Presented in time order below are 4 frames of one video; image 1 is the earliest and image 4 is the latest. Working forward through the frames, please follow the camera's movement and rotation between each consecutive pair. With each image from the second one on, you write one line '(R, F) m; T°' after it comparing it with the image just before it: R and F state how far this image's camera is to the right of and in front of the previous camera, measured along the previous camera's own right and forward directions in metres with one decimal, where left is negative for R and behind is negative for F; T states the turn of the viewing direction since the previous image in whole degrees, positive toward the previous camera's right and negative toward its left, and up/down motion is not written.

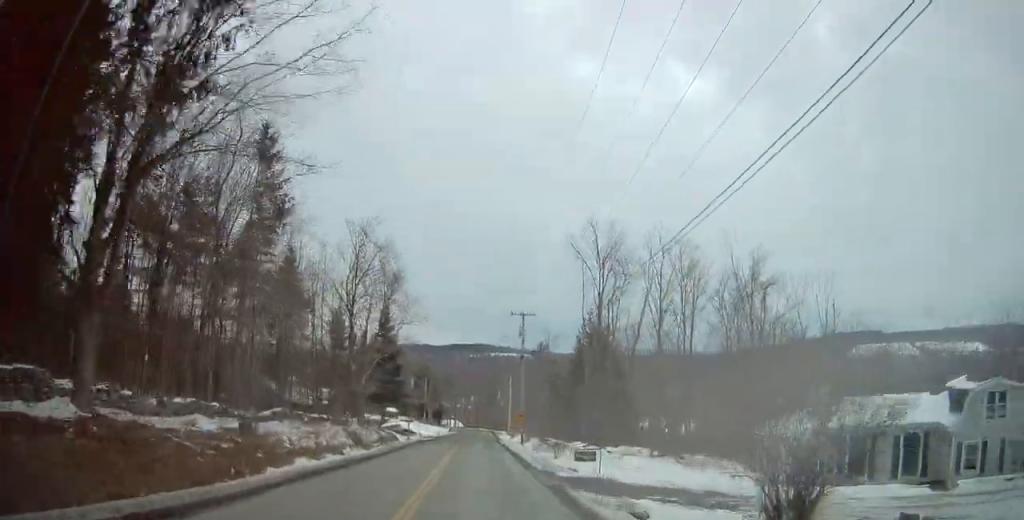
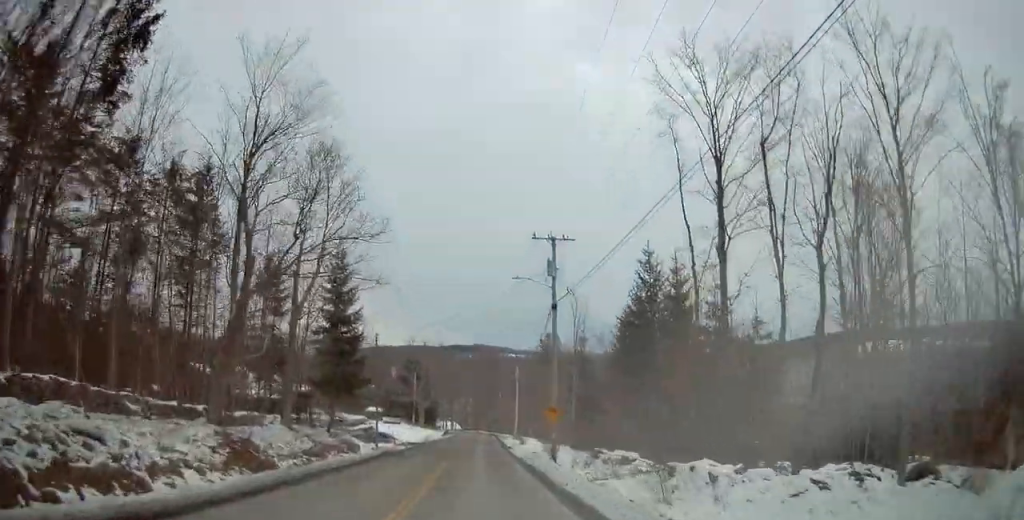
(+0.3, +21.5) m; 0°
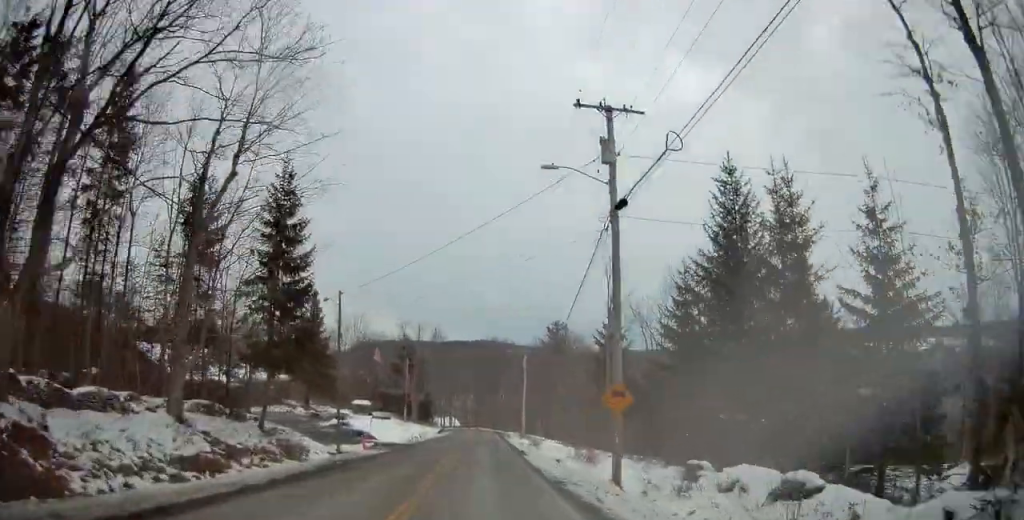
(-0.2, +13.6) m; -1°
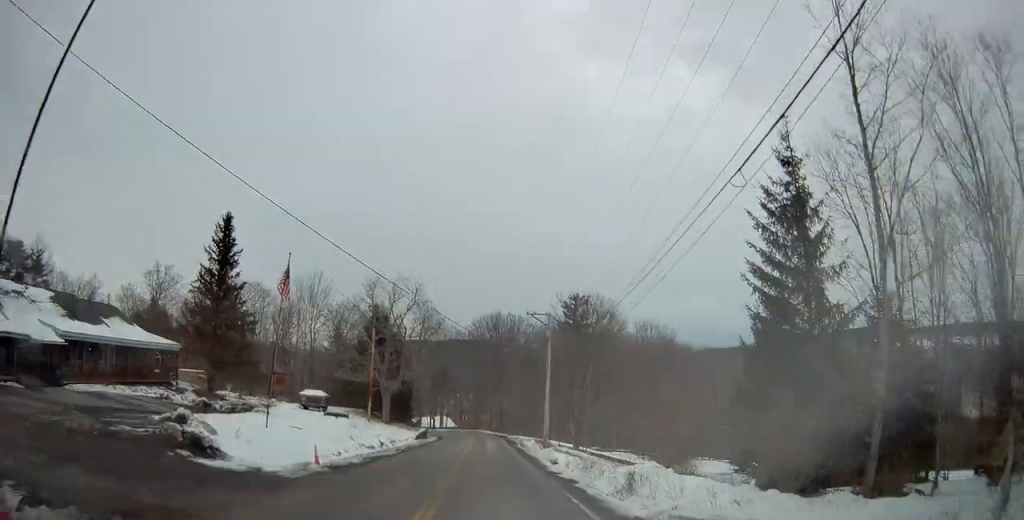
(0.0, +31.0) m; 0°
